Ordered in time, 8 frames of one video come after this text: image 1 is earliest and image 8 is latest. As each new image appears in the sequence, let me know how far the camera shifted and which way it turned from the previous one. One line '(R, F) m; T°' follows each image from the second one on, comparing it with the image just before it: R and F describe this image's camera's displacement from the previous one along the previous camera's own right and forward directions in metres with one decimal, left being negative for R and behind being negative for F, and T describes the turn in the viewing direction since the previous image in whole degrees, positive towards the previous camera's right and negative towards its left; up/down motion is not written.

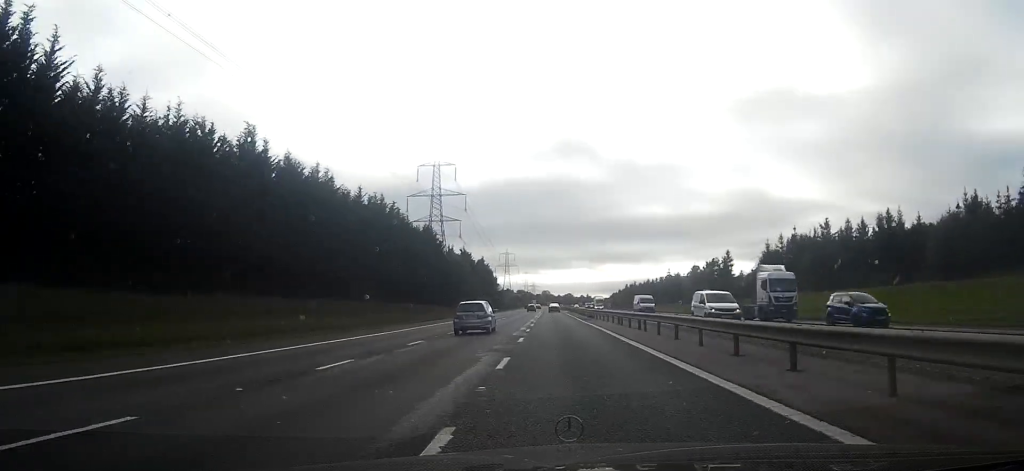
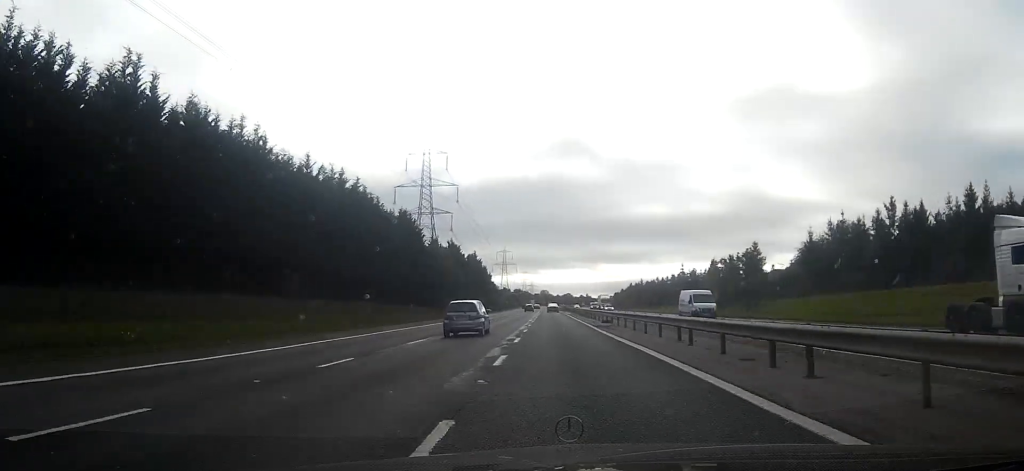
(0.0, +16.9) m; 0°
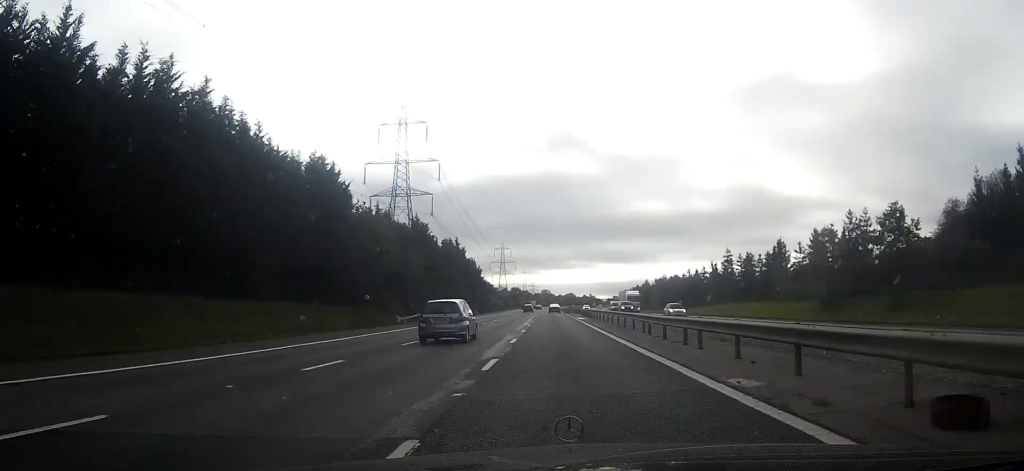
(0.0, +35.1) m; 0°
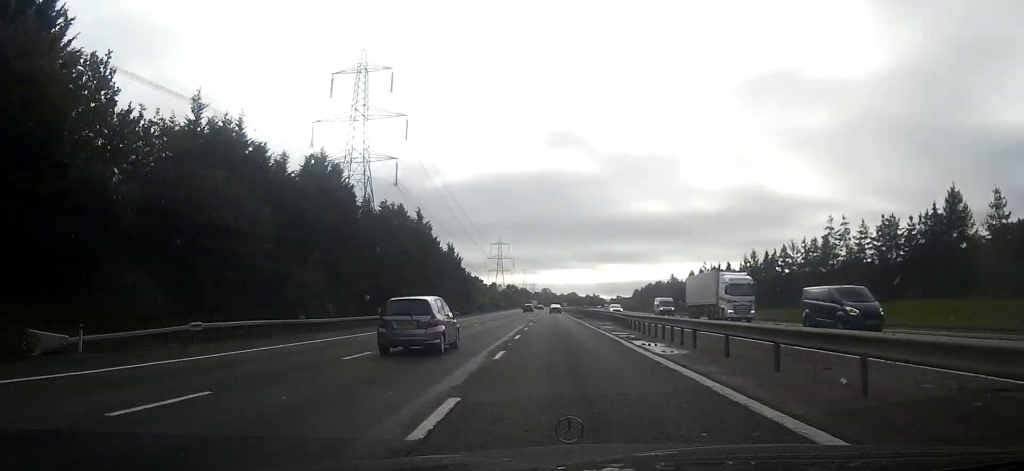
(-0.1, +40.3) m; 0°
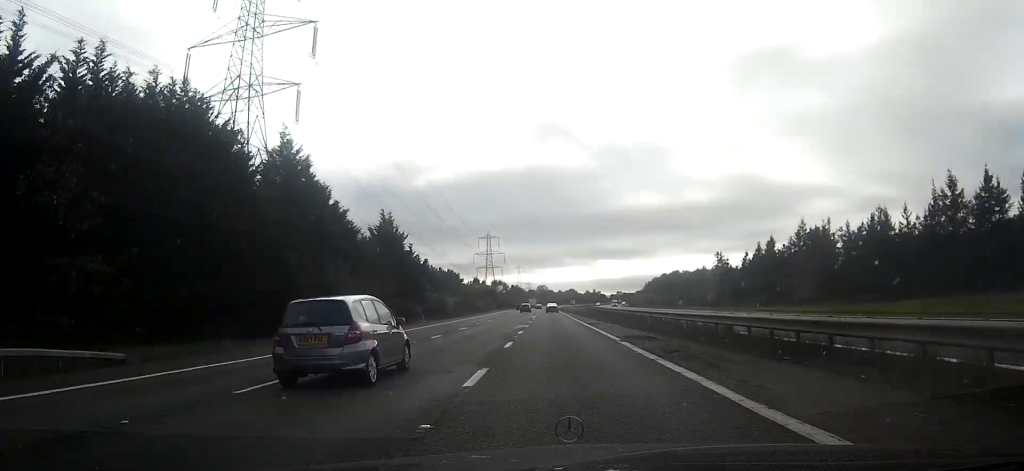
(0.0, +48.1) m; 0°
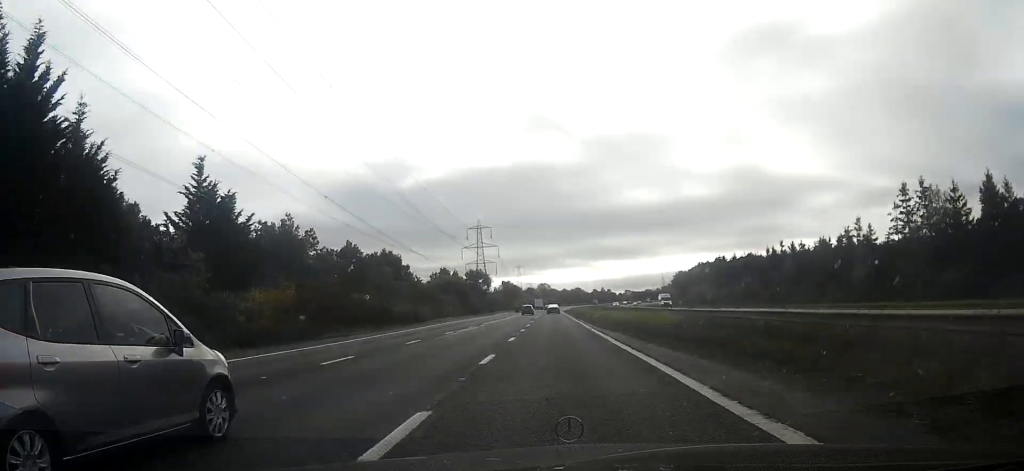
(+0.3, +64.6) m; 0°
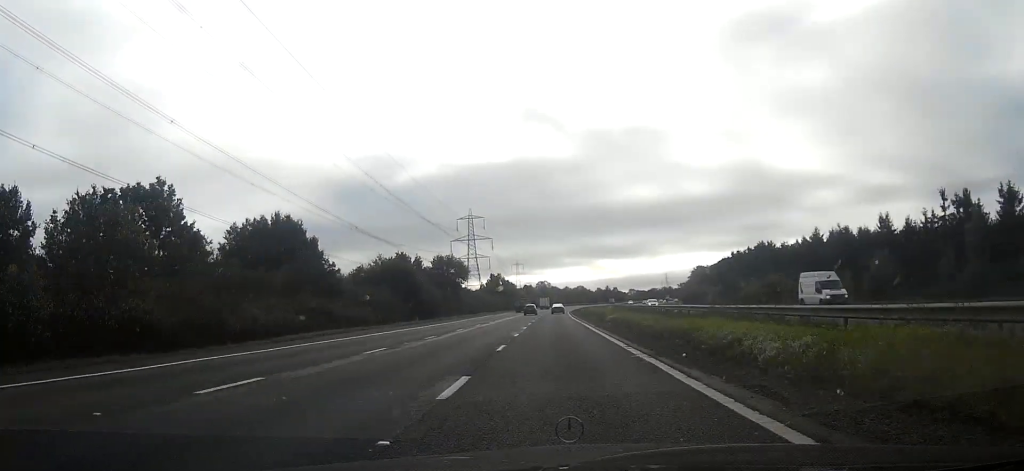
(0.0, +39.5) m; 0°
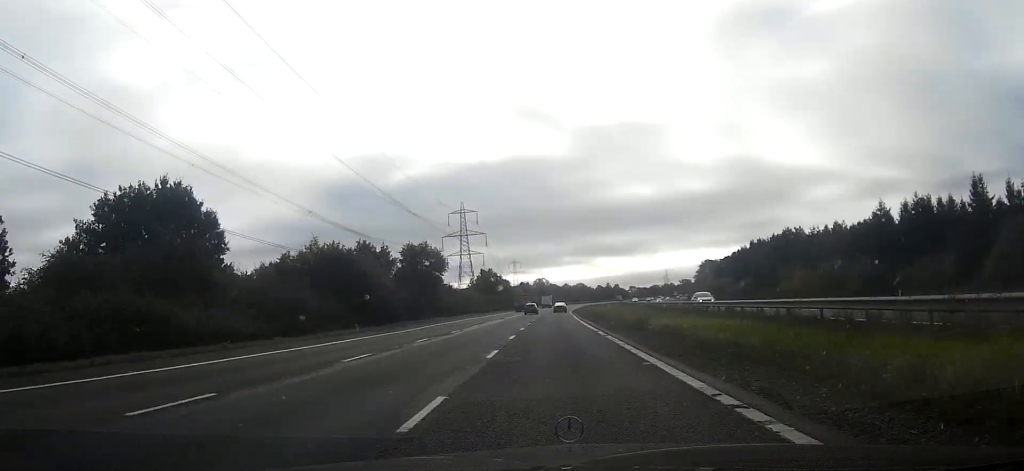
(-0.1, +19.0) m; 0°
